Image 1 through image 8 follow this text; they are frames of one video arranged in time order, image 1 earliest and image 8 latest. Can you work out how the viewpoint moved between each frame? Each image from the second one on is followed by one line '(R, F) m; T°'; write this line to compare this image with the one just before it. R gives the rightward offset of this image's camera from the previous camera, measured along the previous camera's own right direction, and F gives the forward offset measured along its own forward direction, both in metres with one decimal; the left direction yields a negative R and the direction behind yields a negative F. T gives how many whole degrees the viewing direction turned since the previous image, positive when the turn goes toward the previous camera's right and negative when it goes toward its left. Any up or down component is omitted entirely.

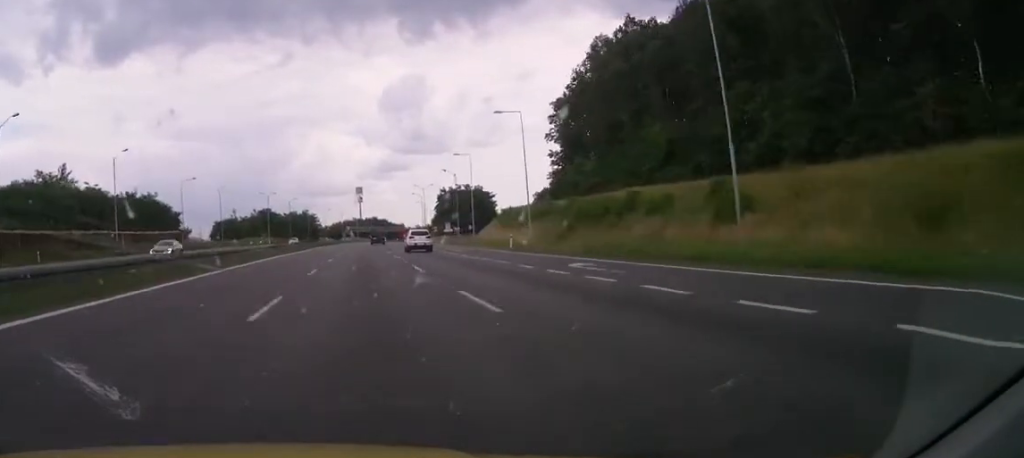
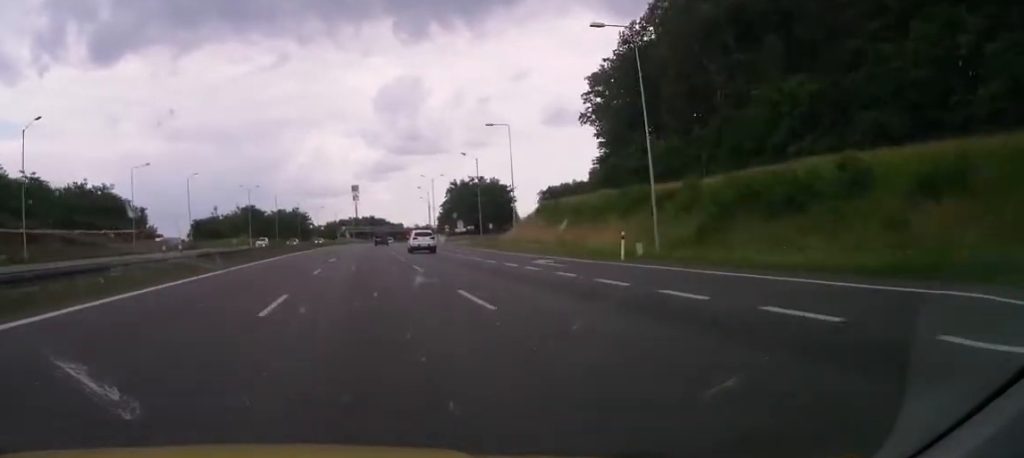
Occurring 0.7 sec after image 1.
(0.0, +24.5) m; 0°
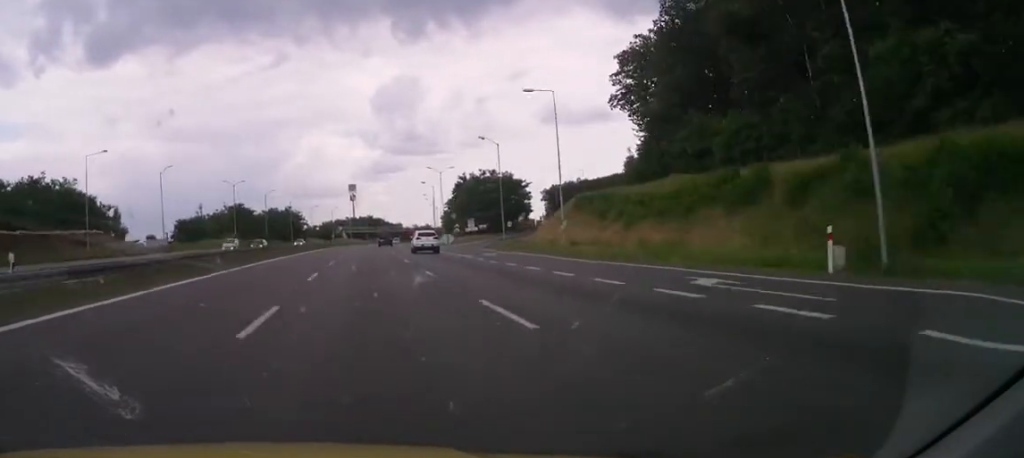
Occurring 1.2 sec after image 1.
(0.0, +15.5) m; 0°
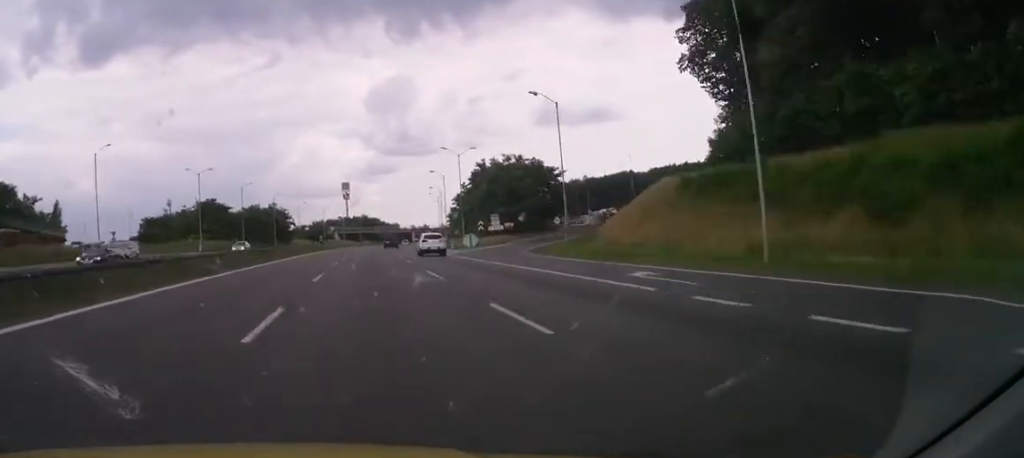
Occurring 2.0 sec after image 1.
(0.0, +25.4) m; 0°
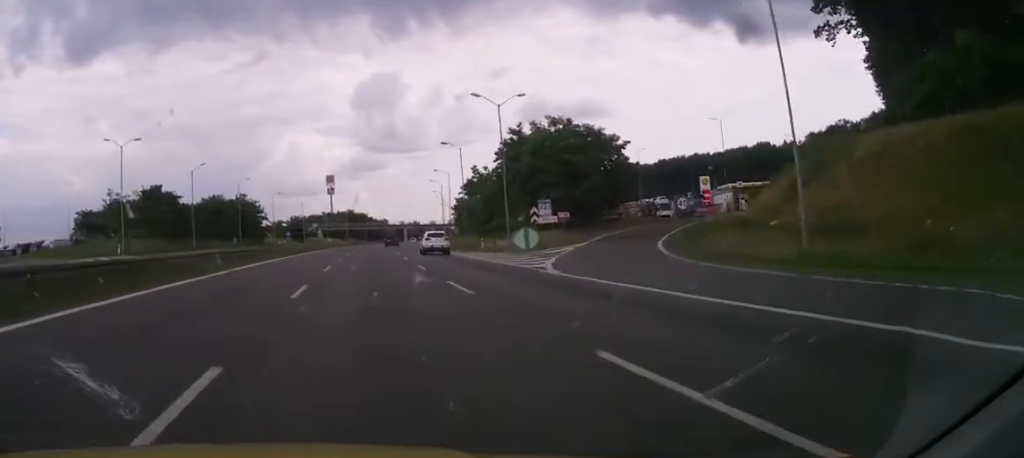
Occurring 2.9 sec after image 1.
(0.0, +30.8) m; 0°
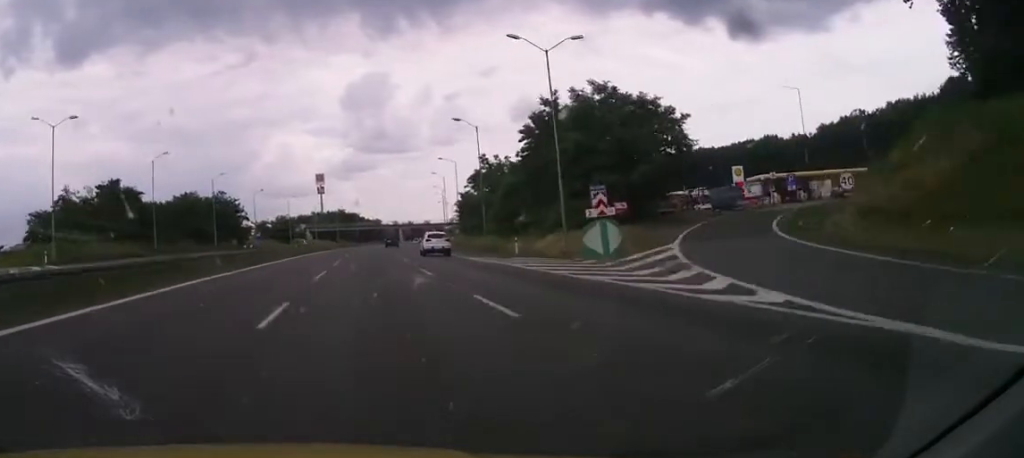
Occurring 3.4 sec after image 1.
(-0.1, +16.5) m; +1°
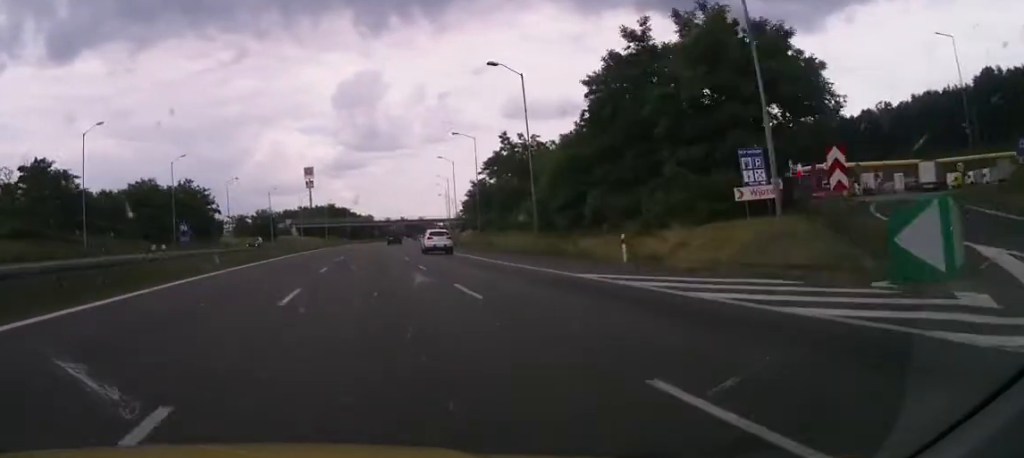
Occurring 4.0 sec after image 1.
(+0.2, +20.8) m; +1°
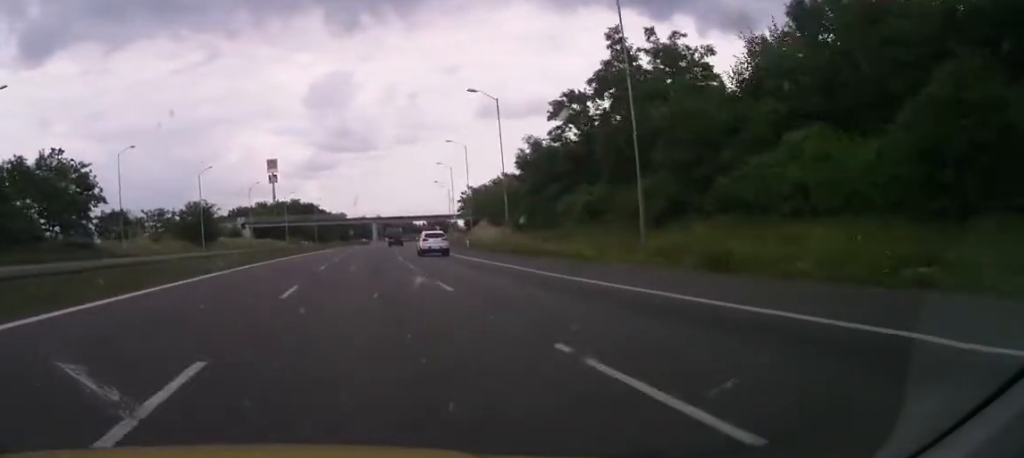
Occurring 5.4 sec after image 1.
(+1.1, +45.8) m; +2°
